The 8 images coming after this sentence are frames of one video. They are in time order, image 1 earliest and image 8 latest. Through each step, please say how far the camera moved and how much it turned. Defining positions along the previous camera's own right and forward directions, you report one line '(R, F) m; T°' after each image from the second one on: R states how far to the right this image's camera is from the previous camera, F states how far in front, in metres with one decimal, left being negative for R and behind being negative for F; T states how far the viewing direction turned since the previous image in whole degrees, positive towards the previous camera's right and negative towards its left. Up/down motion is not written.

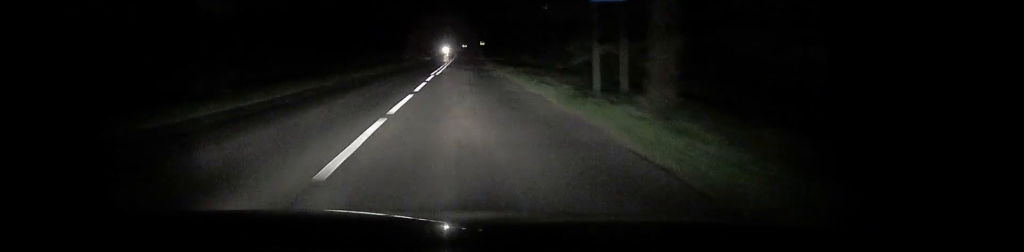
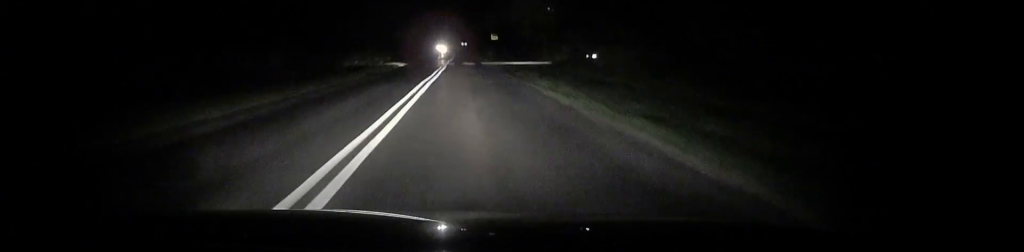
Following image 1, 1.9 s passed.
(+0.4, +42.9) m; +1°
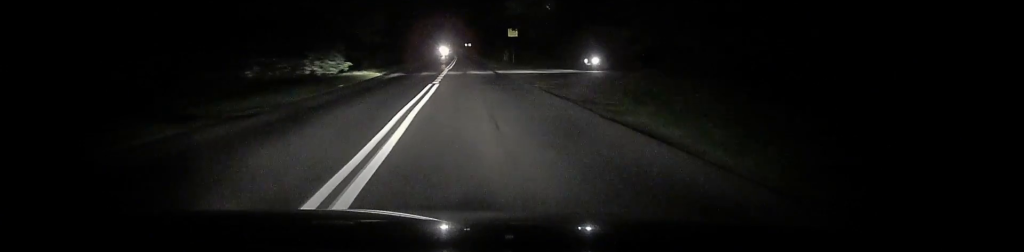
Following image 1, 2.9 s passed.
(0.0, +20.4) m; 0°
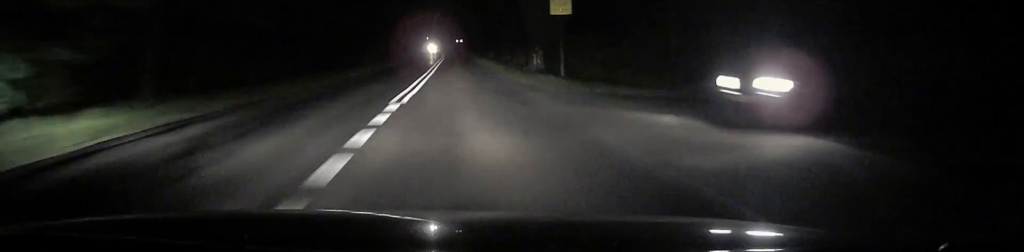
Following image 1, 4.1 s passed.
(-0.1, +27.5) m; 0°
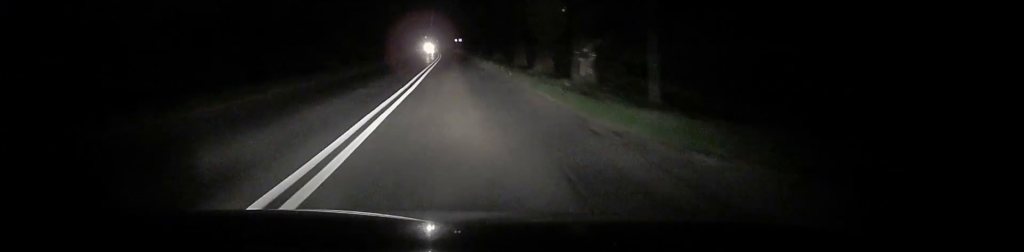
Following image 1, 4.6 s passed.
(0.0, +10.9) m; 0°
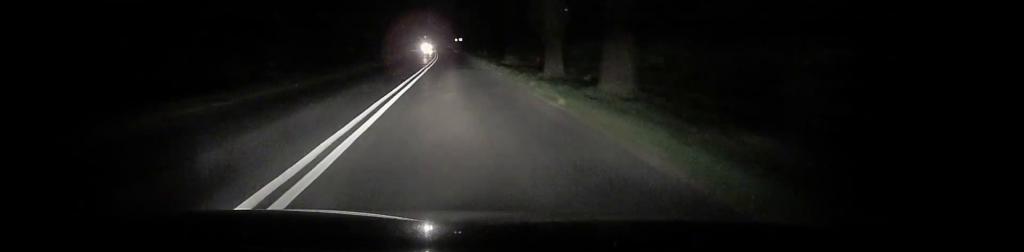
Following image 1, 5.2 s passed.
(0.0, +11.6) m; 0°
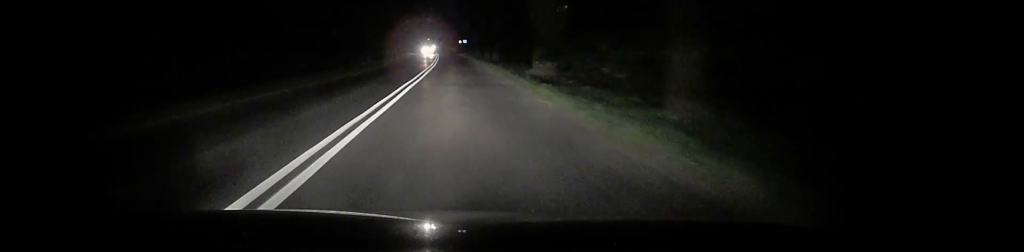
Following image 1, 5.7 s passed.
(0.0, +12.4) m; 0°
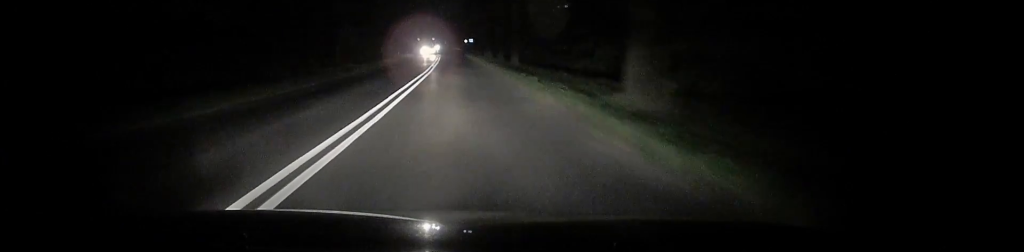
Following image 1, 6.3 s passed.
(0.0, +13.1) m; 0°
